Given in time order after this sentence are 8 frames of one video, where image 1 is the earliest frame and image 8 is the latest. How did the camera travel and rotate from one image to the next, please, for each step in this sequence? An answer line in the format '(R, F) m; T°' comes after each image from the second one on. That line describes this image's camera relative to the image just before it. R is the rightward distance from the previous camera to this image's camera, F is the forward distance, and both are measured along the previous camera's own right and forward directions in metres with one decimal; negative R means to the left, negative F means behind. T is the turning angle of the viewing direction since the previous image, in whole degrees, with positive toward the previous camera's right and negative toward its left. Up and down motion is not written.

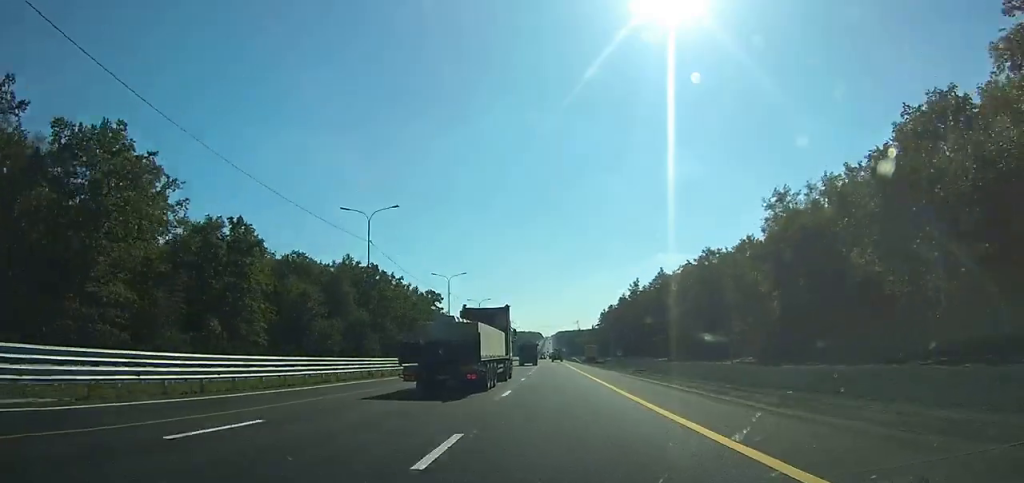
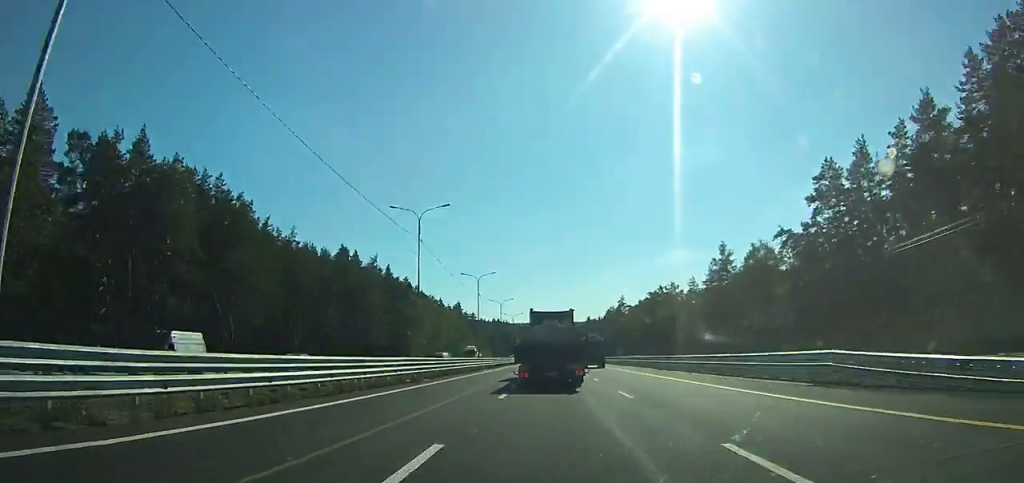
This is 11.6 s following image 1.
(-2.3, +281.9) m; 0°
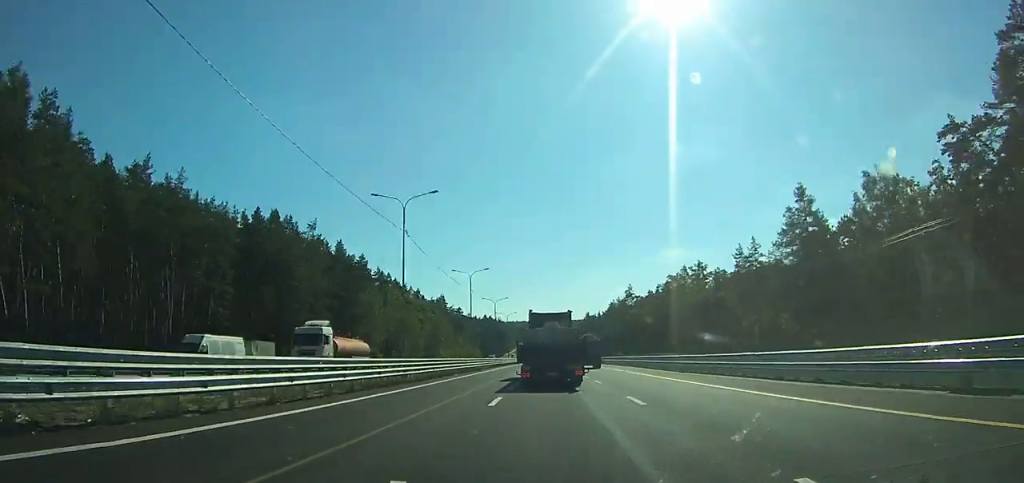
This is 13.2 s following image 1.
(+0.1, +37.7) m; 0°
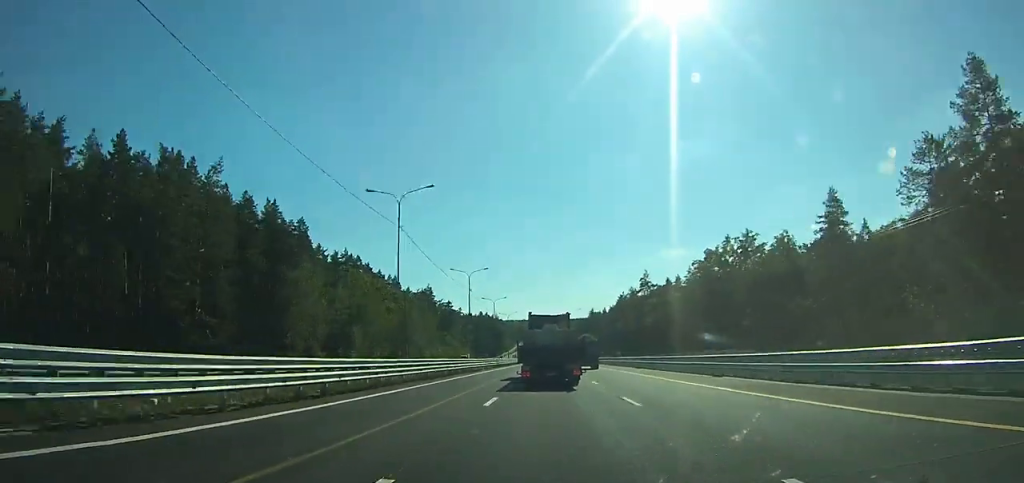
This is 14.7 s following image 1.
(+0.1, +35.7) m; 0°
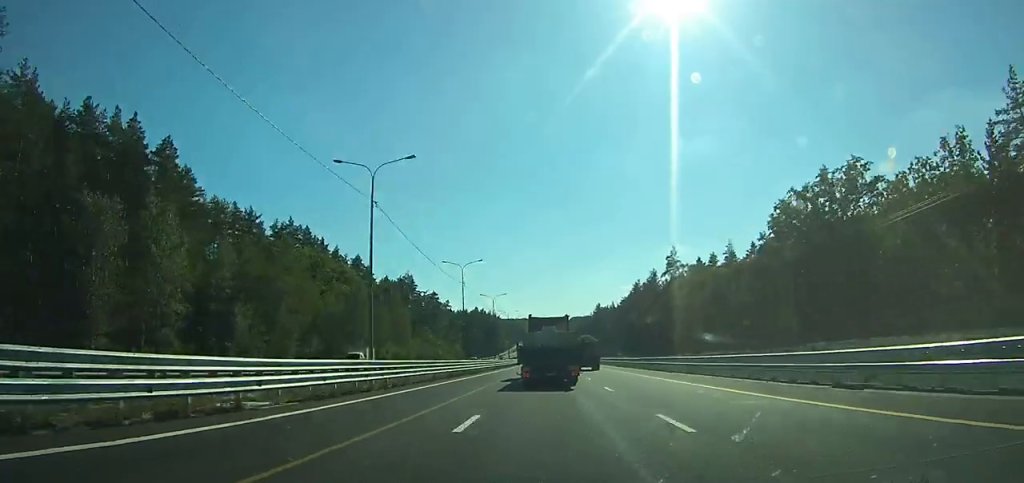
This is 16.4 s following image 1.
(0.0, +41.6) m; 0°
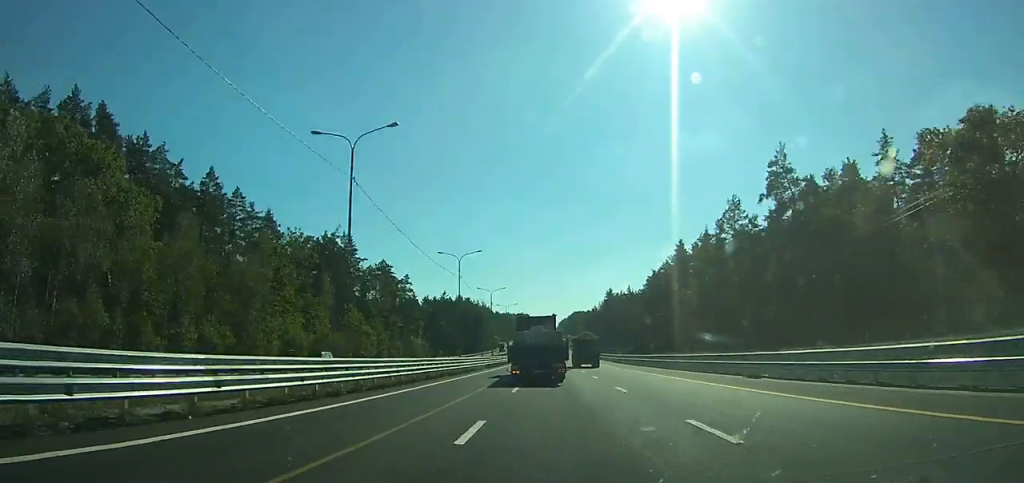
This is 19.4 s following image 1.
(-0.1, +77.7) m; 0°
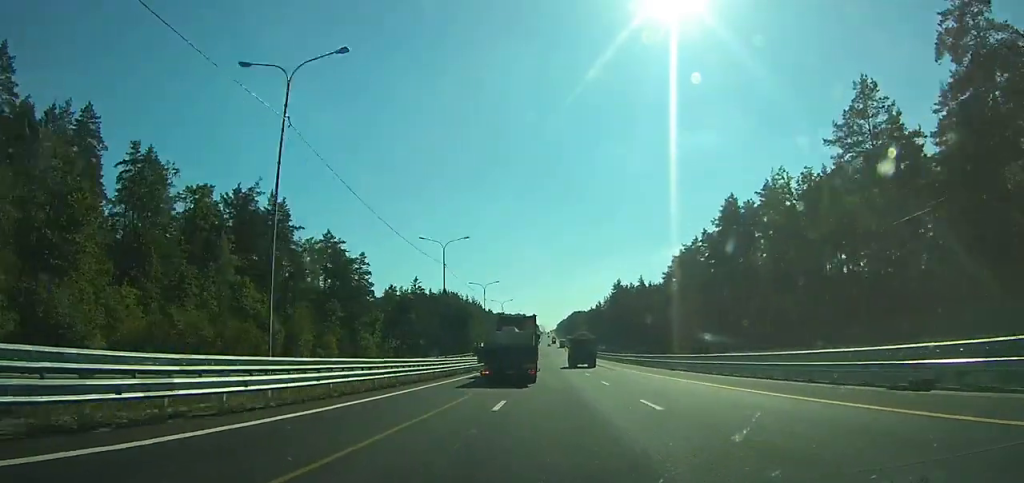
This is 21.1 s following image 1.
(-0.1, +44.9) m; 0°
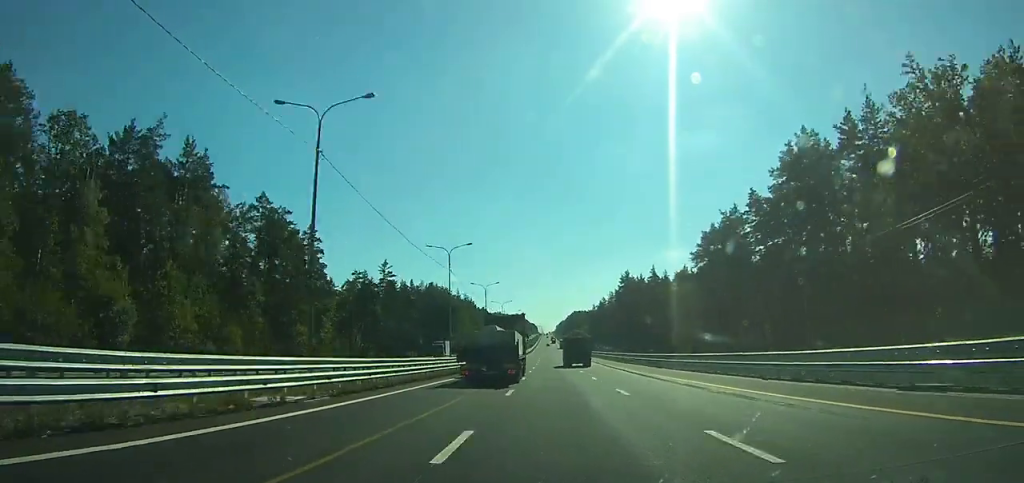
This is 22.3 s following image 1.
(0.0, +31.6) m; 0°
